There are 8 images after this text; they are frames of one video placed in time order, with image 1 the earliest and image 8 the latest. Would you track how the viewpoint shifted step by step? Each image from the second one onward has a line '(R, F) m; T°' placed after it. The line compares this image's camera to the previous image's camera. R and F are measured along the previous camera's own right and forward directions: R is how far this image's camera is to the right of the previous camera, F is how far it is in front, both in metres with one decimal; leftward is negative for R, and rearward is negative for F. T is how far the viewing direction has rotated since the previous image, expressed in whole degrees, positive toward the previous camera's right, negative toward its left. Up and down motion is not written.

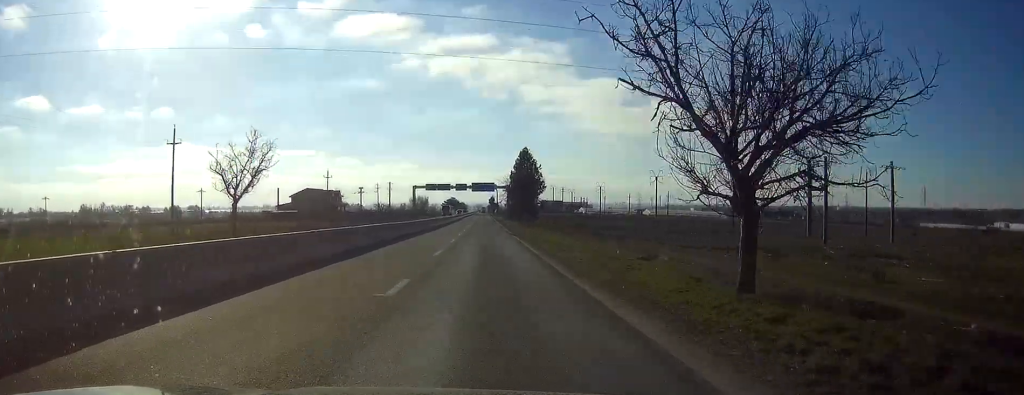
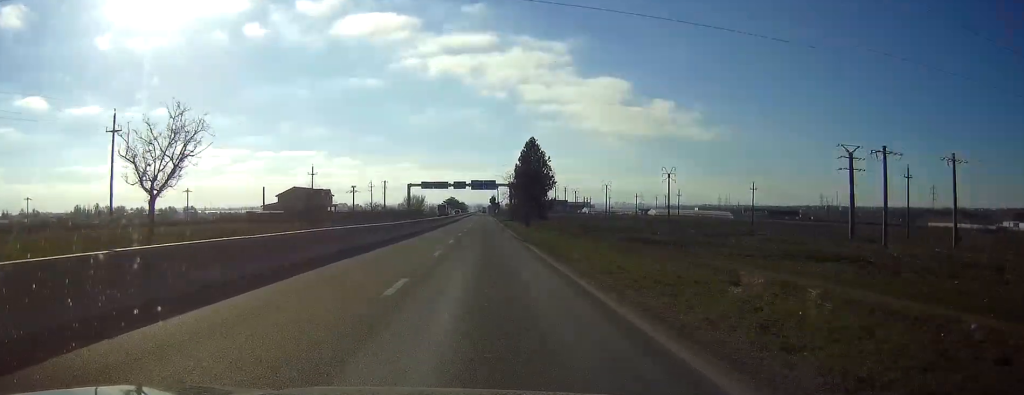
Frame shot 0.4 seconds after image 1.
(0.0, +12.2) m; 0°
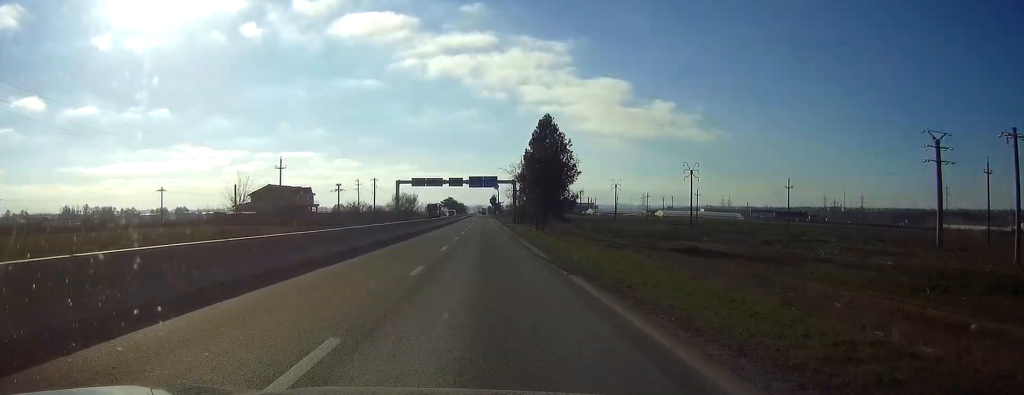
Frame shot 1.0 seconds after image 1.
(0.0, +19.3) m; 0°
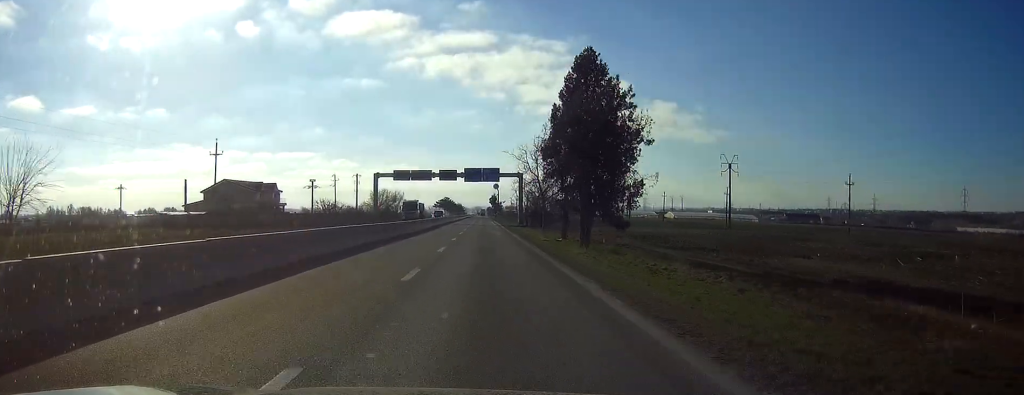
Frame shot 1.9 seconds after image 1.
(-0.1, +25.3) m; 0°
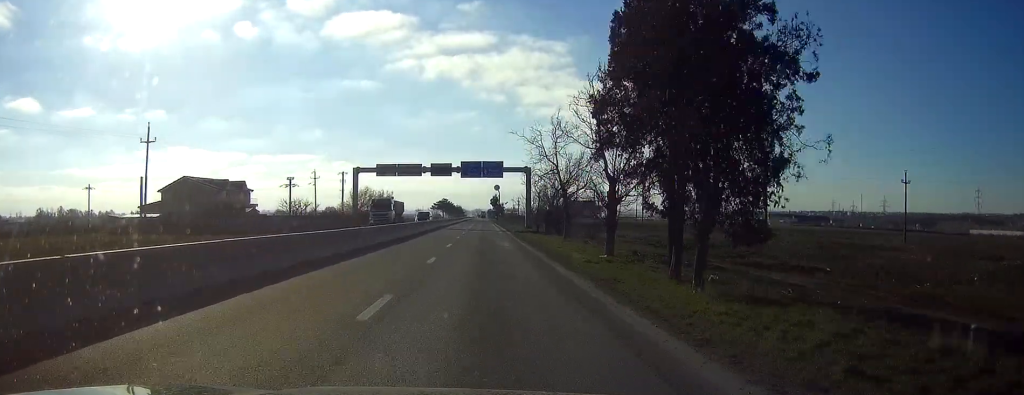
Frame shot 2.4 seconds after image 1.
(0.0, +17.2) m; 0°
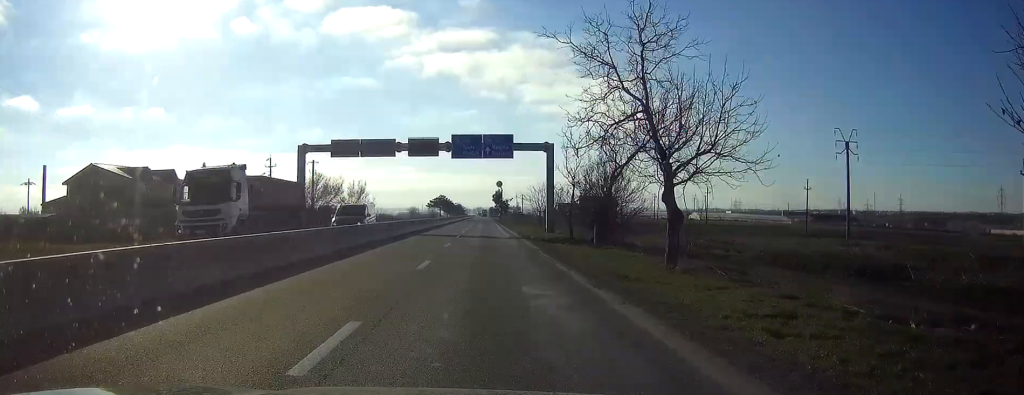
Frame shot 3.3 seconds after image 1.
(0.0, +27.3) m; 0°
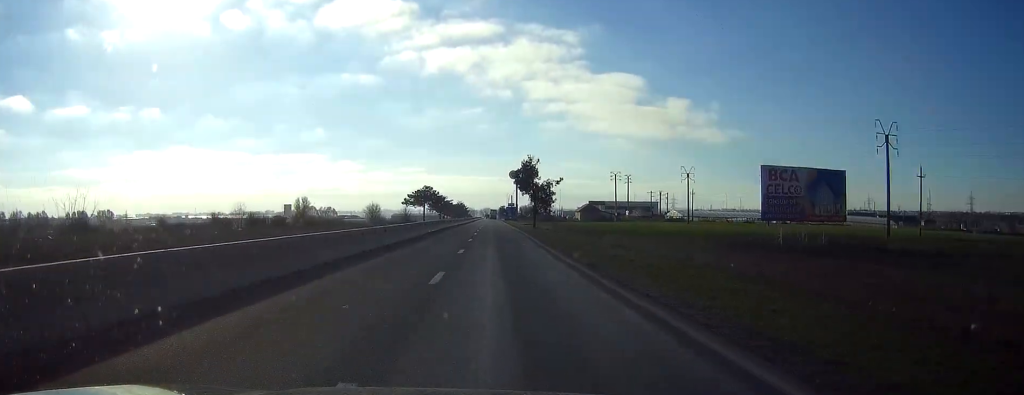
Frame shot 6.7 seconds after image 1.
(0.0, +98.0) m; 0°
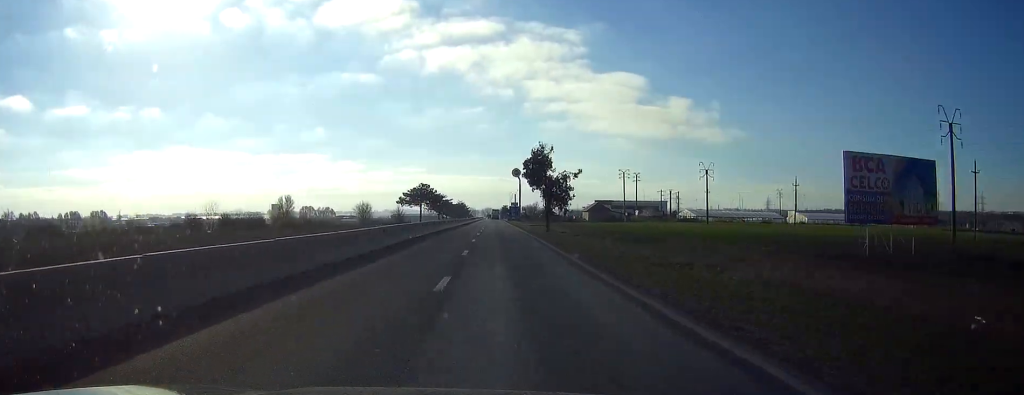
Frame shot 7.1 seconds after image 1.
(0.0, +13.2) m; 0°
